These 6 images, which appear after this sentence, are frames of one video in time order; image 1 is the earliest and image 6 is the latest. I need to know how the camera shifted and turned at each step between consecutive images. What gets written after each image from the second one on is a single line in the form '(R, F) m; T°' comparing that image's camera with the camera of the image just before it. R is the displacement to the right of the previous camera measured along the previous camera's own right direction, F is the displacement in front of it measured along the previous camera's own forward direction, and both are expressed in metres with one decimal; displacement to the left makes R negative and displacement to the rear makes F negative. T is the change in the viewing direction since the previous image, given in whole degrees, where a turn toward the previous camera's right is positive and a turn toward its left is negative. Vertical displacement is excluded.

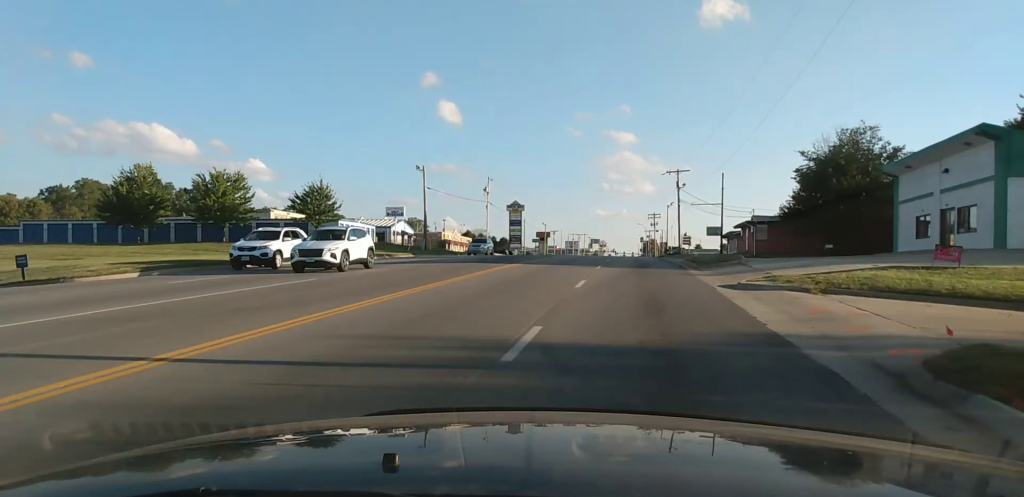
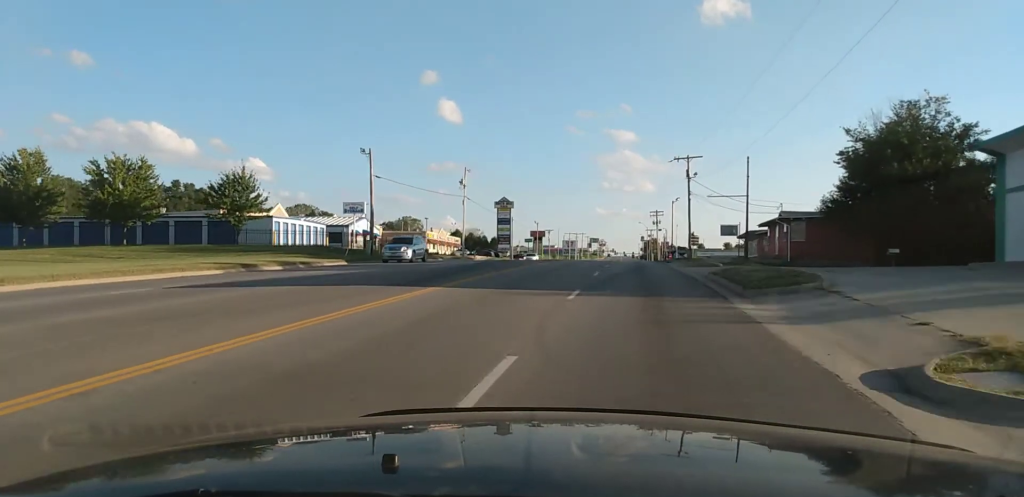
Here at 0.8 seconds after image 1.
(+0.1, +14.5) m; 0°
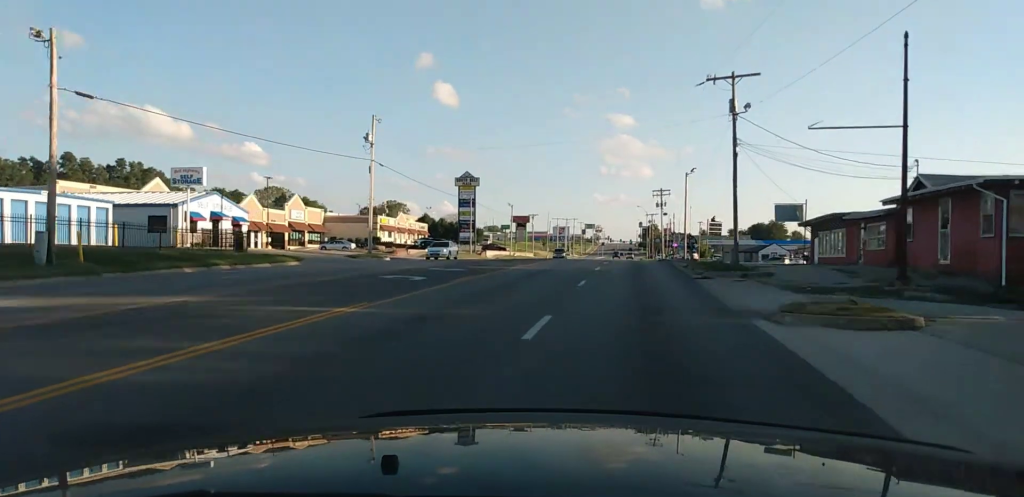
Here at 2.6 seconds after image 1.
(0.0, +26.9) m; 0°
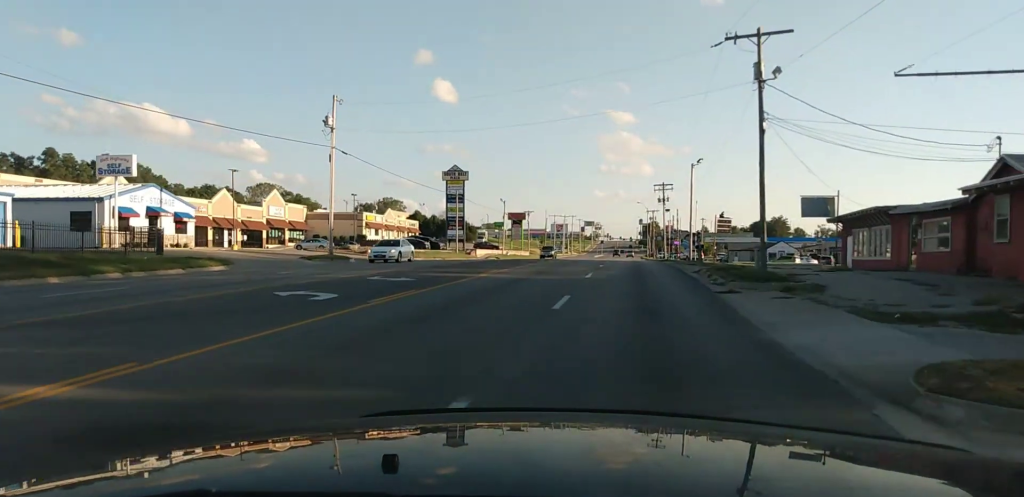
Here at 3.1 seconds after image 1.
(0.0, +8.4) m; 0°
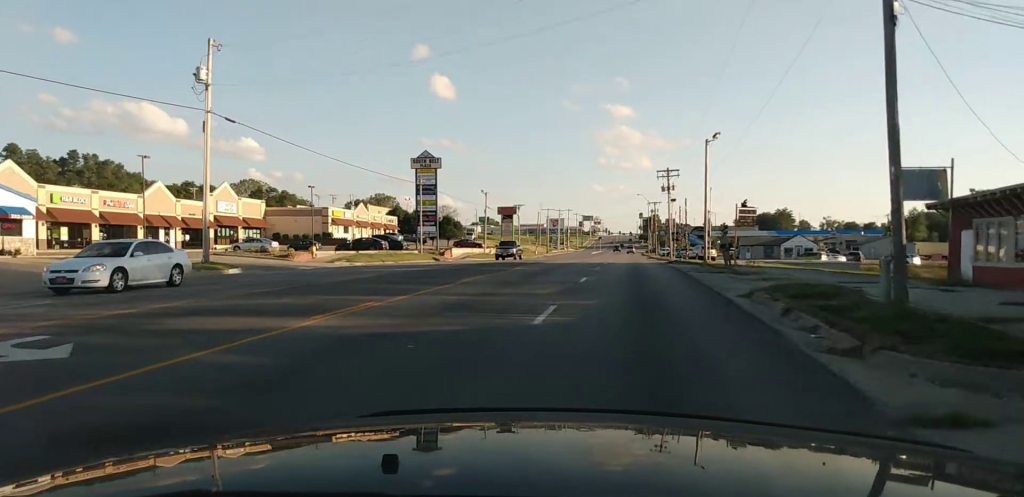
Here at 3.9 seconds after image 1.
(-0.1, +15.6) m; 0°
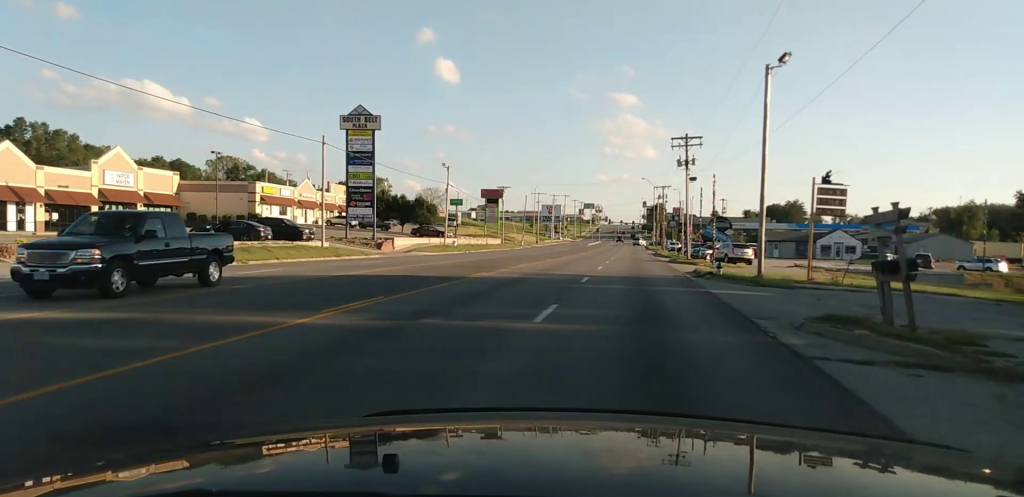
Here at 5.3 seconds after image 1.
(+0.1, +26.6) m; 0°
